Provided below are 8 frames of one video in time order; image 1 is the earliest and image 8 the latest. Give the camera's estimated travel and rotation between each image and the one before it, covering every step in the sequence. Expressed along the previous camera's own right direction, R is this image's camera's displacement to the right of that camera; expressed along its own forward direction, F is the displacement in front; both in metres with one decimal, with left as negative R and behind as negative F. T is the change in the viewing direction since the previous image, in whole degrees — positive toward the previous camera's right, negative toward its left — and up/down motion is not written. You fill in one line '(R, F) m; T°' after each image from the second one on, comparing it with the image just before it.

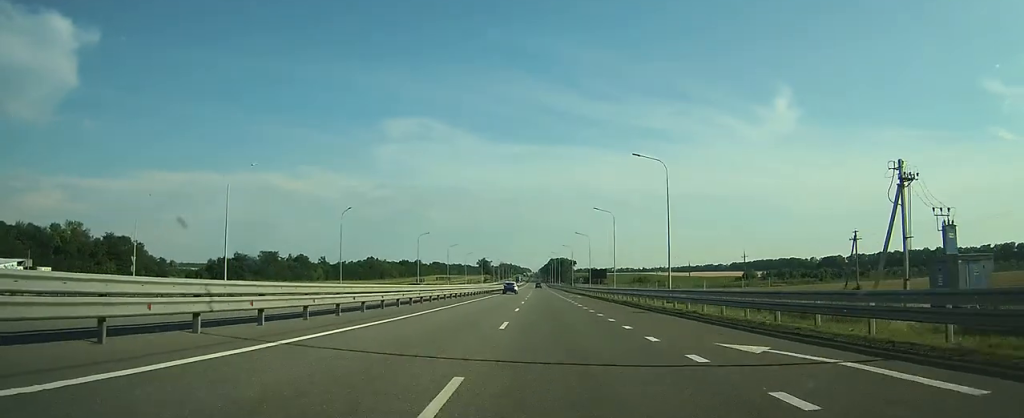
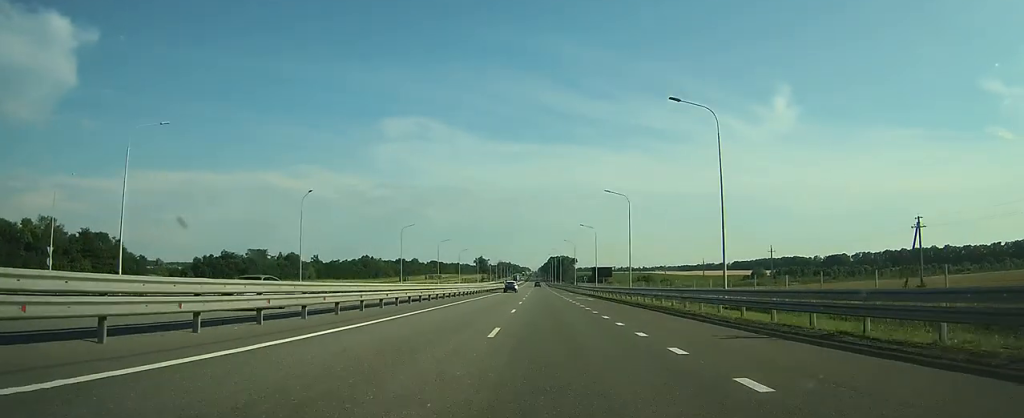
(0.0, +15.0) m; 0°
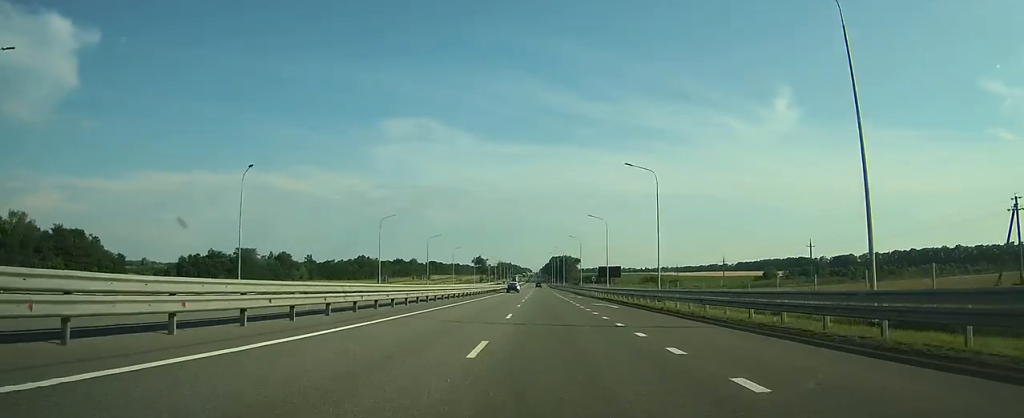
(+0.1, +16.0) m; 0°
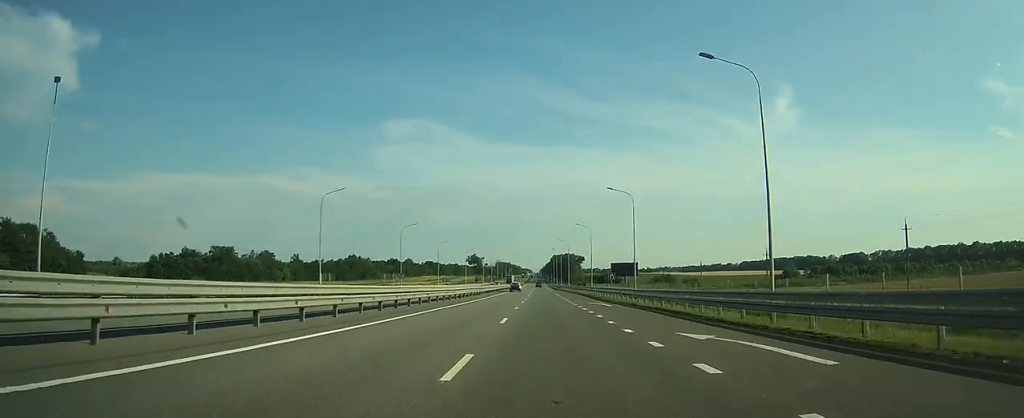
(0.0, +26.4) m; 0°
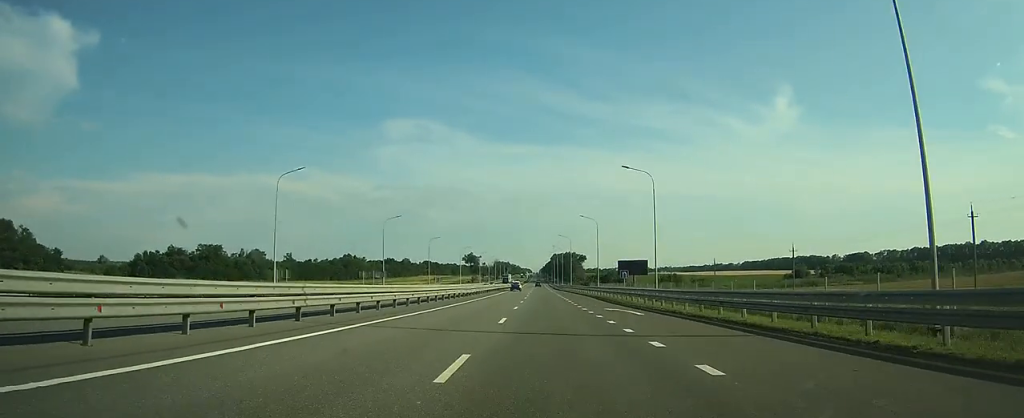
(0.0, +12.3) m; 0°
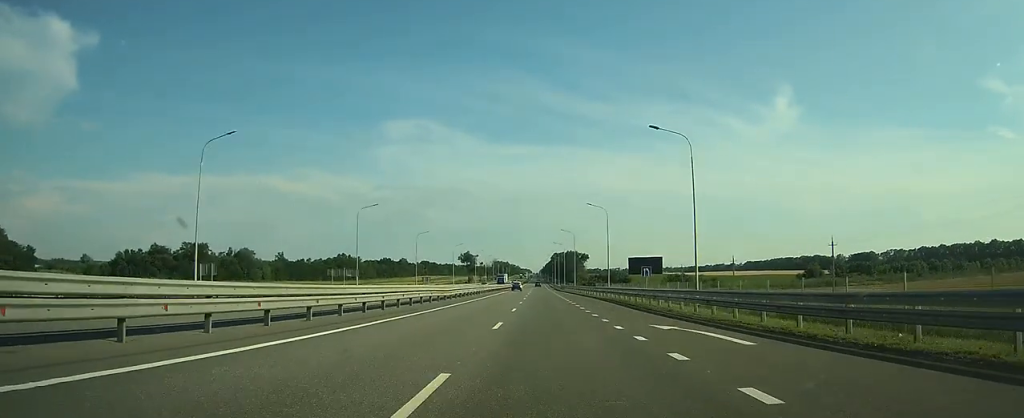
(0.0, +14.2) m; 0°
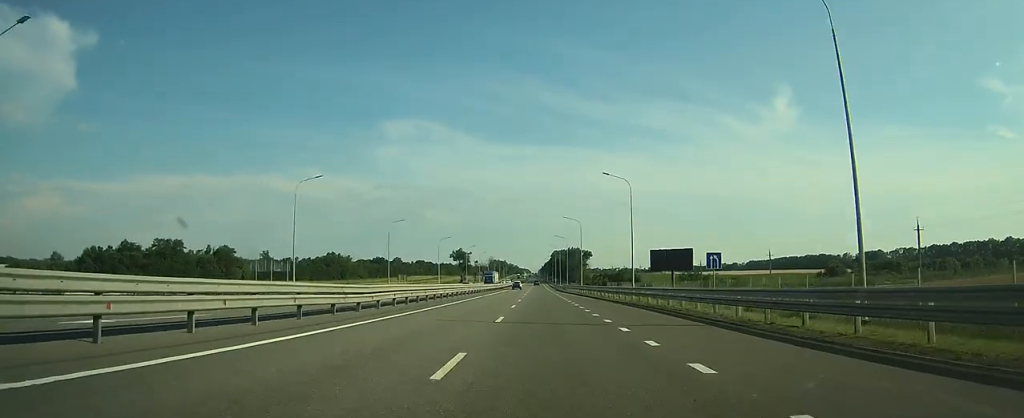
(0.0, +21.8) m; 0°
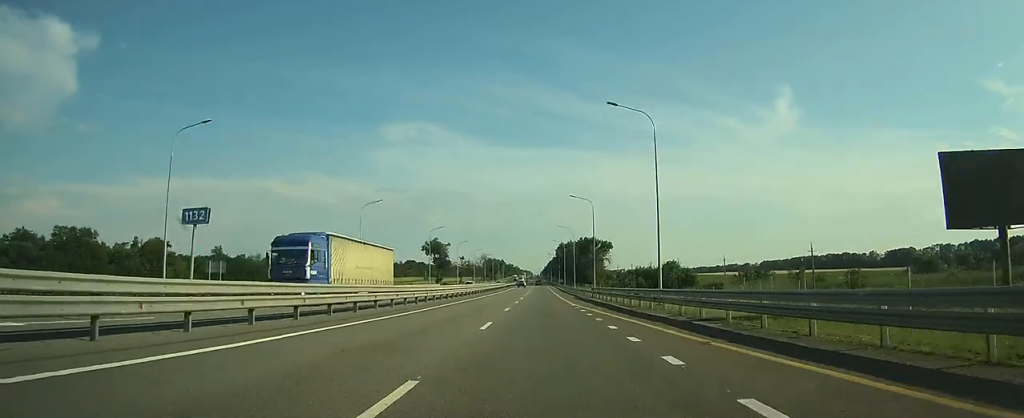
(-0.3, +63.2) m; -1°
